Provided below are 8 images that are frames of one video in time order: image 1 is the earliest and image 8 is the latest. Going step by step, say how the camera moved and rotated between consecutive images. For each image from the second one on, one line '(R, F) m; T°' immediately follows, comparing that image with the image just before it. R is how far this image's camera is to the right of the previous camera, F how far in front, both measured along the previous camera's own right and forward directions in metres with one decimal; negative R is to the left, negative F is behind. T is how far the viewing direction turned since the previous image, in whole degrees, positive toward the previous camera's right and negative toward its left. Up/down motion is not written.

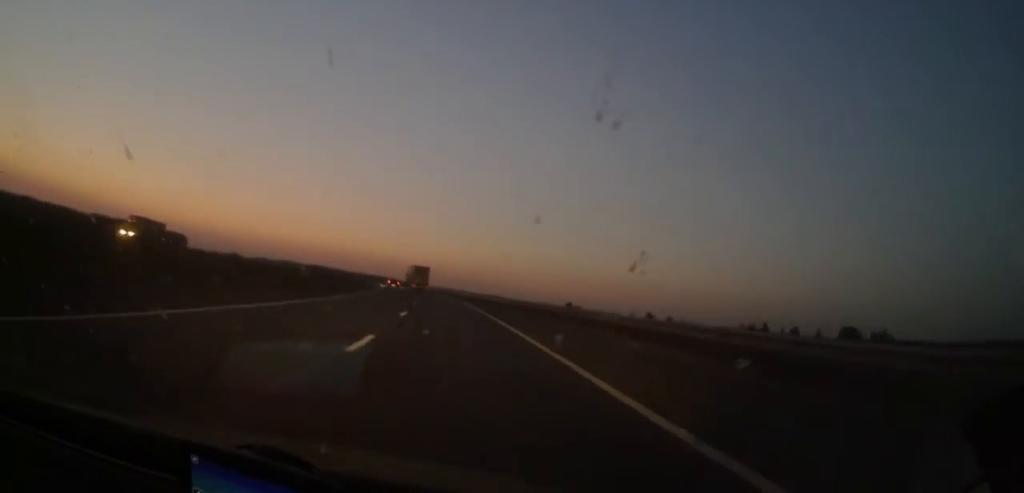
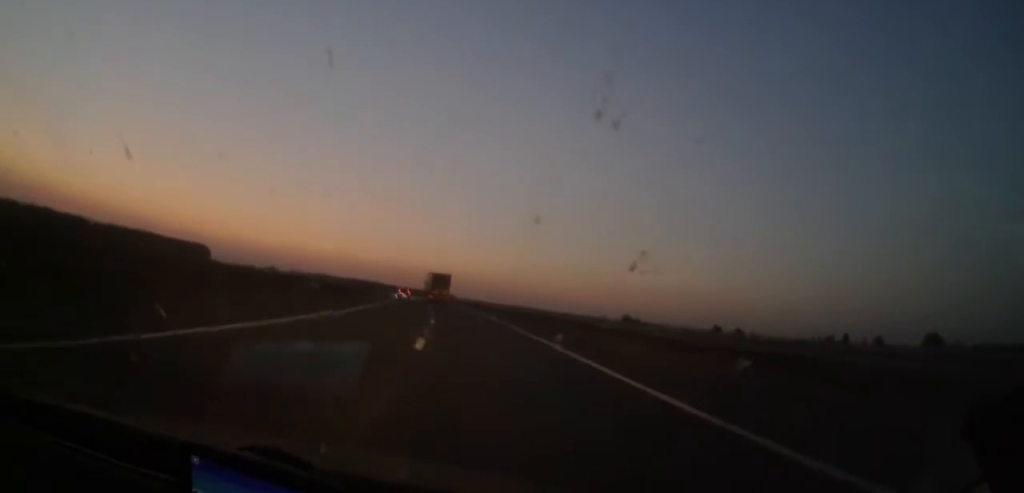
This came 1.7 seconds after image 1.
(-1.9, +45.6) m; -3°
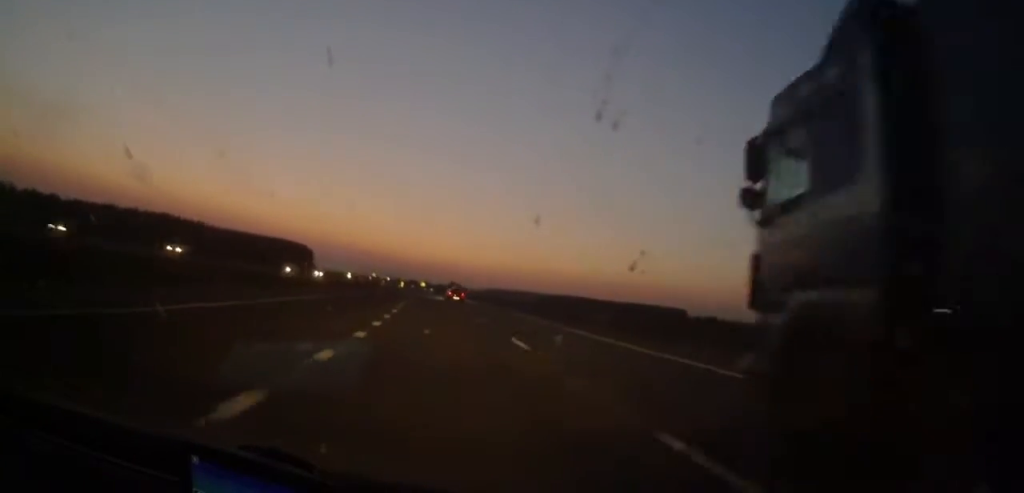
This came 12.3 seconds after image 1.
(-43.5, +270.1) m; -18°
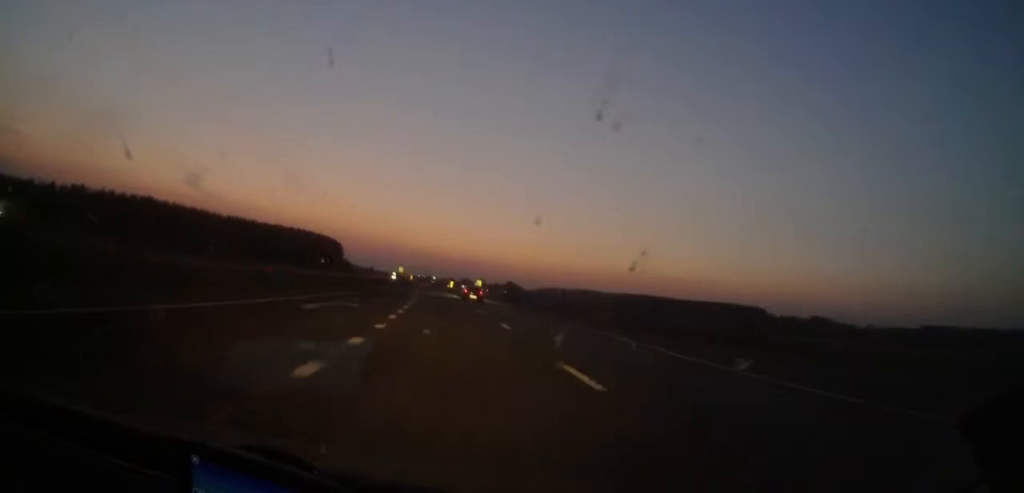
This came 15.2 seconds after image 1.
(-3.8, +73.4) m; -3°
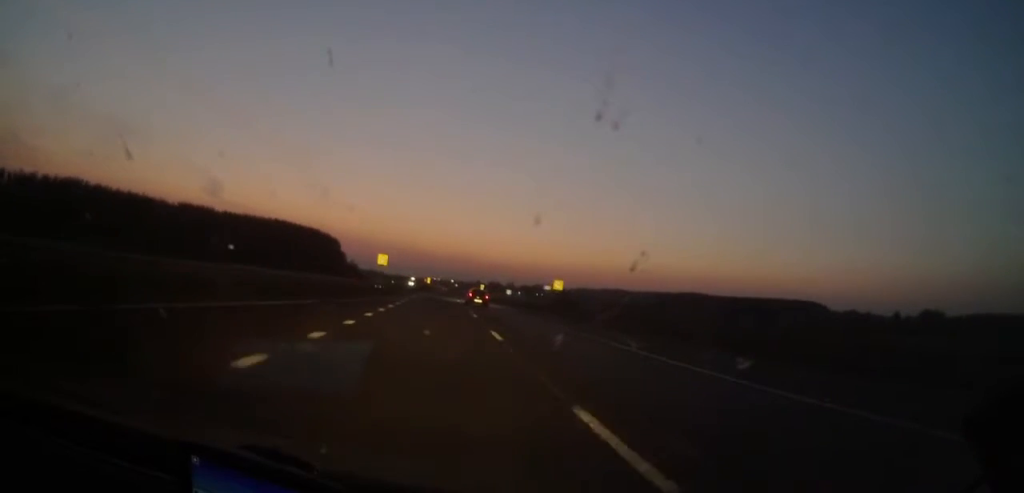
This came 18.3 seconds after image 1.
(-2.1, +73.8) m; -2°
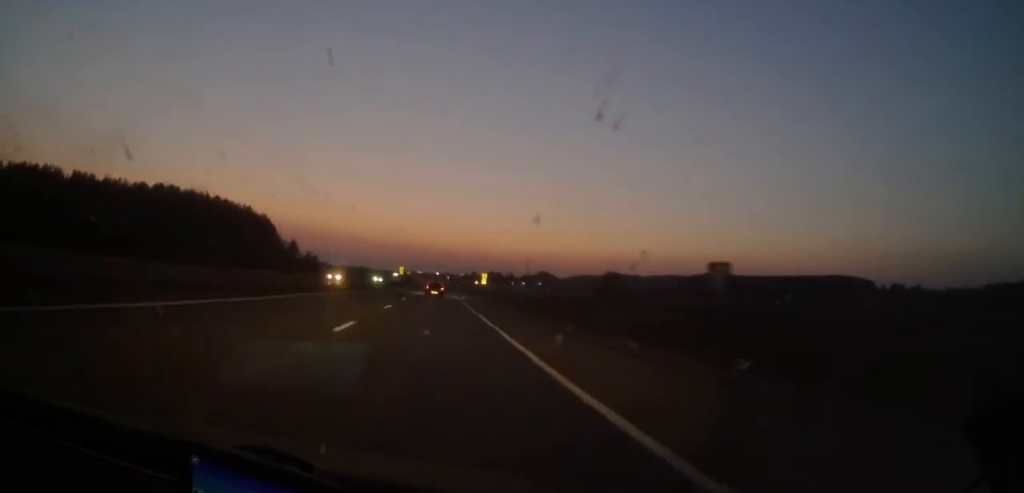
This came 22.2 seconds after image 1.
(-1.1, +87.5) m; 0°
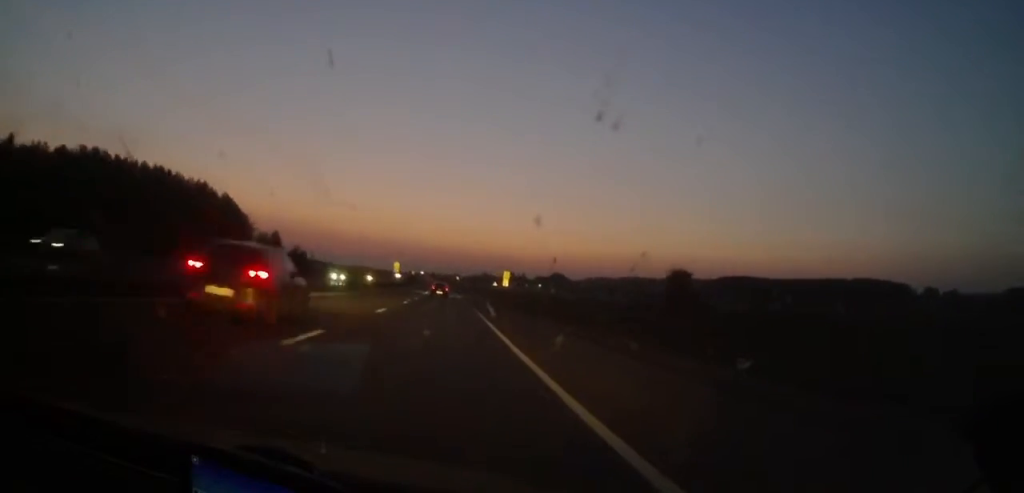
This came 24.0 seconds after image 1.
(-0.2, +40.1) m; 0°
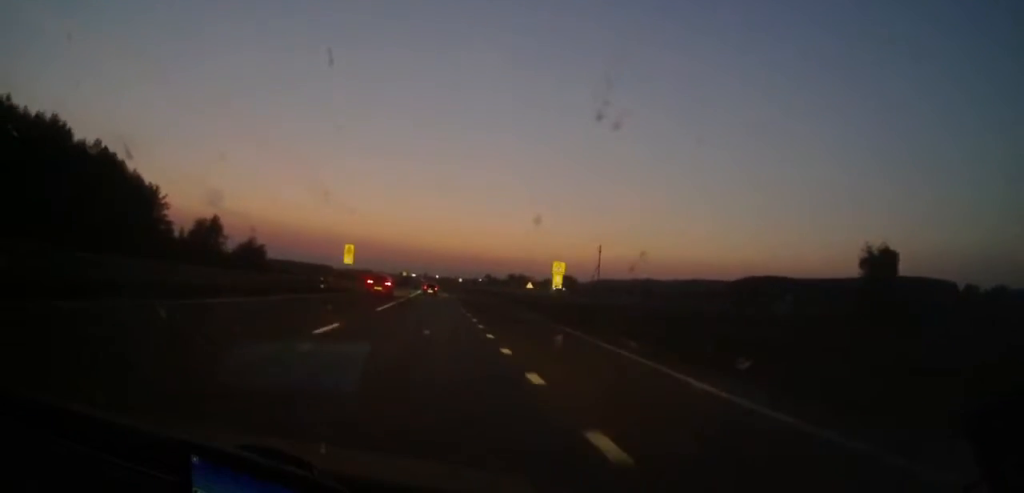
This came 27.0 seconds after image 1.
(+0.7, +59.5) m; -2°
